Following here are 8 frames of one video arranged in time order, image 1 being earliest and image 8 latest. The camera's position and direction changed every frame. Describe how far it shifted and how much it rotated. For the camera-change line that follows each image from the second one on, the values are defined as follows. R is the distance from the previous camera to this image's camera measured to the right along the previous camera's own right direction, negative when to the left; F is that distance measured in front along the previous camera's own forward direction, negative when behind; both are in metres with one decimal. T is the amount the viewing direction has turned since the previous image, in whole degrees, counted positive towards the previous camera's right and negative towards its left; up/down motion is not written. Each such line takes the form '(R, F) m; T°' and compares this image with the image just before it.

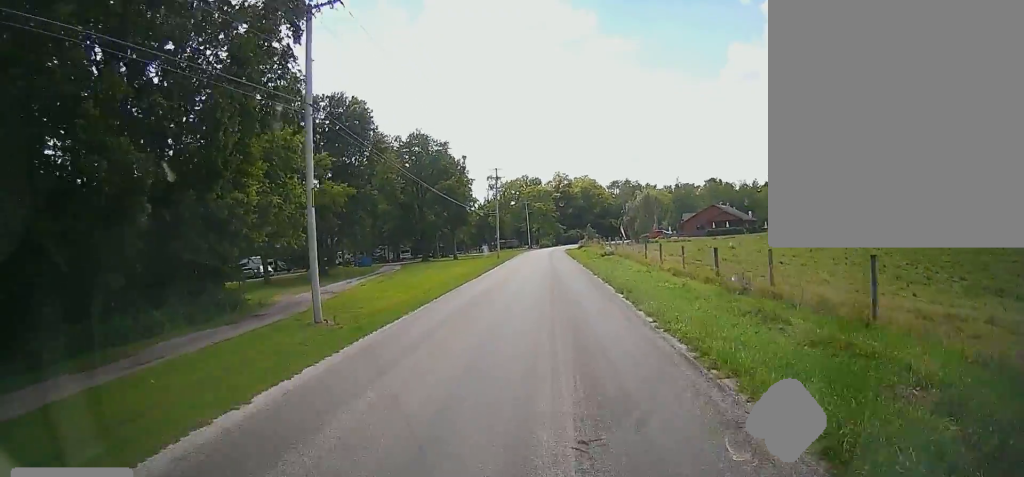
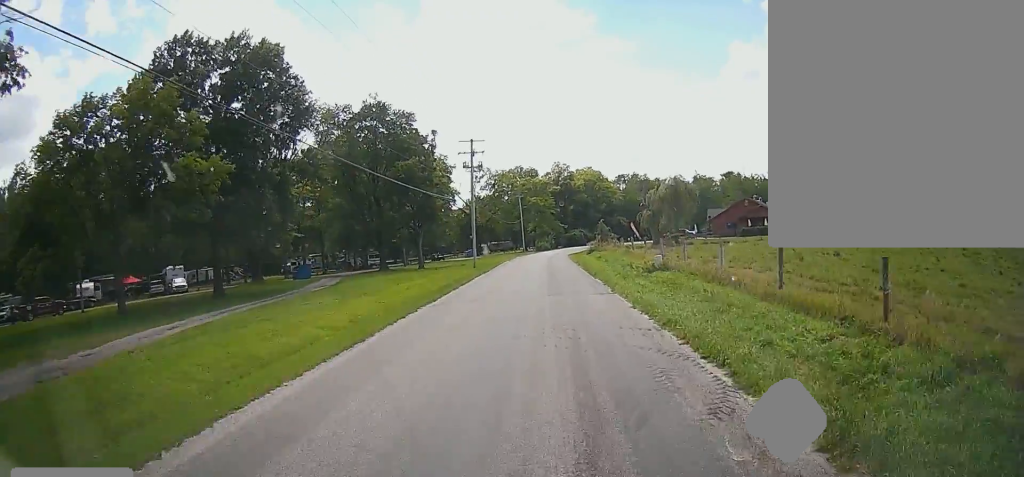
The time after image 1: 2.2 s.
(-0.8, +28.5) m; -3°
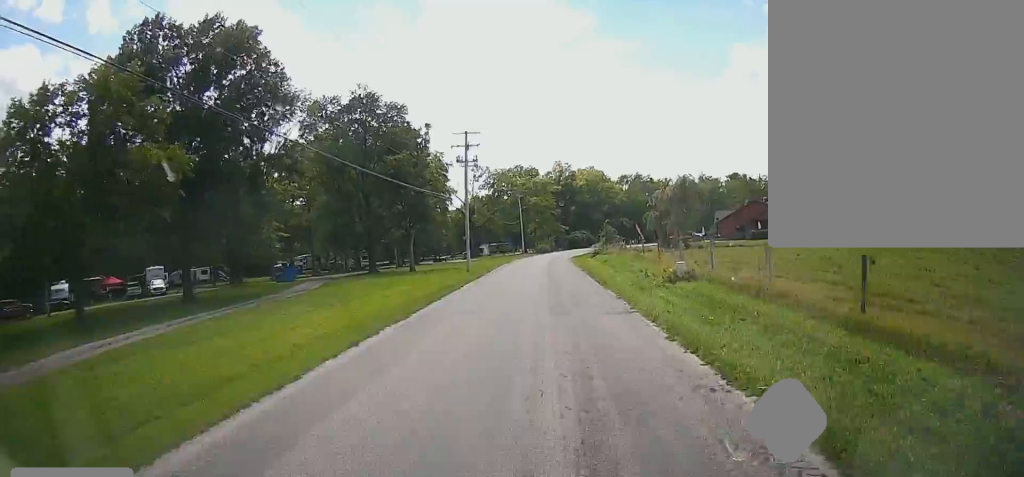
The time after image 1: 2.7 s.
(-0.1, +7.0) m; -1°
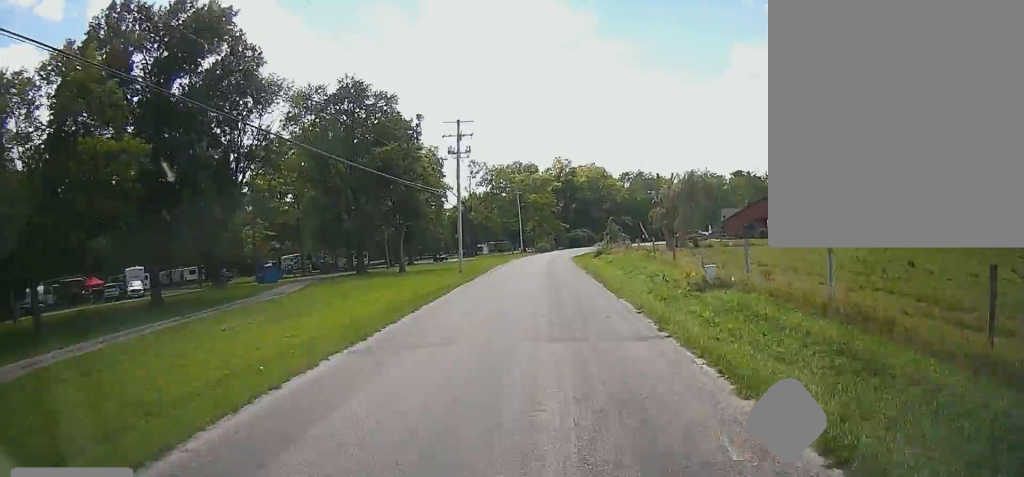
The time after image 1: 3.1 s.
(0.0, +6.0) m; -1°
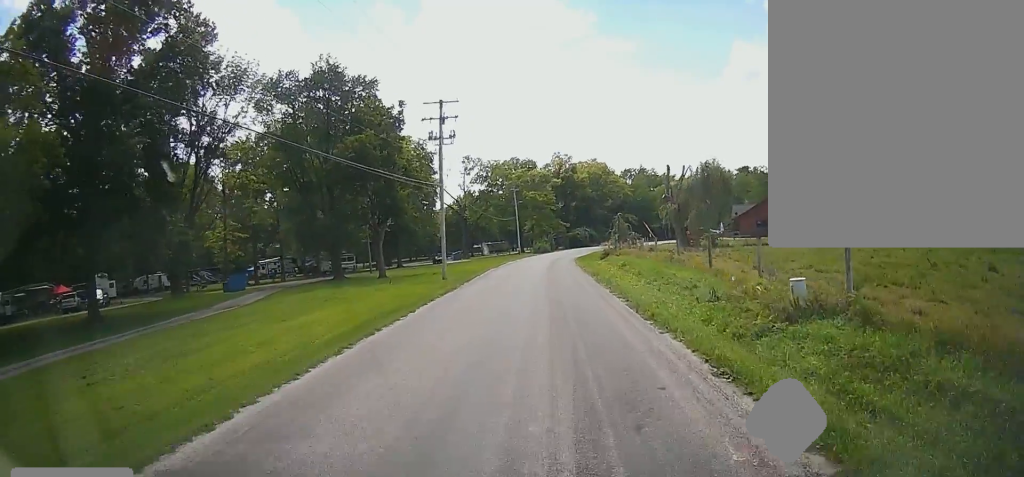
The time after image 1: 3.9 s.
(-0.1, +10.2) m; -2°
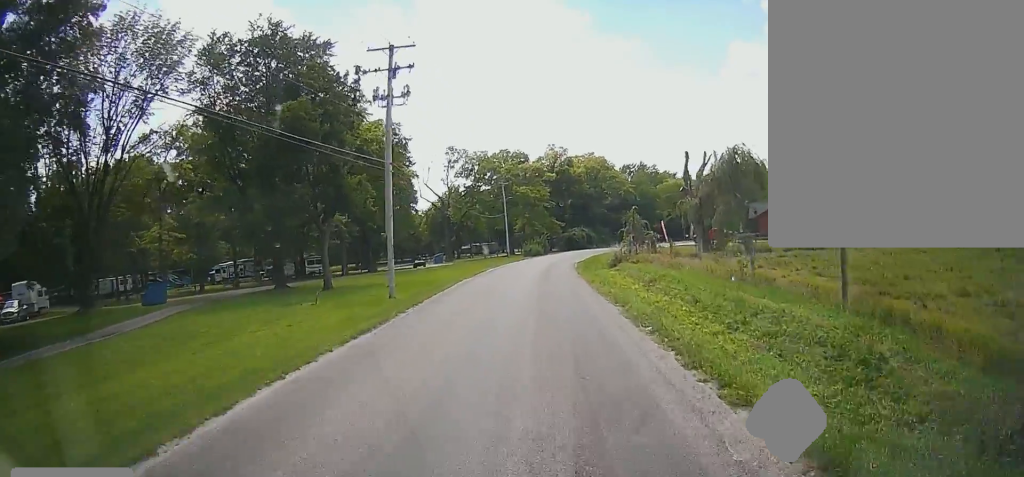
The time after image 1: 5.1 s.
(-0.4, +14.9) m; -2°
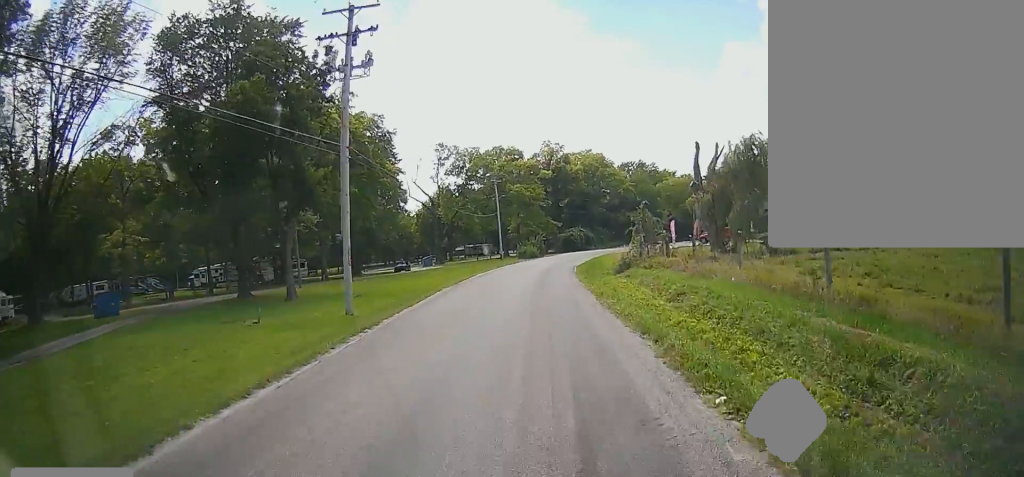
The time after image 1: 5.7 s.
(-0.1, +6.2) m; +2°
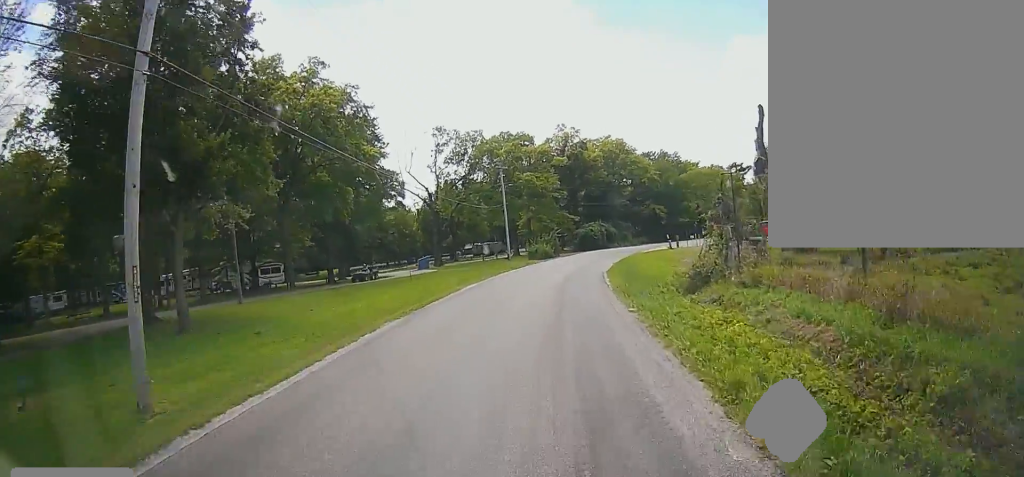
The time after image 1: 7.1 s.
(+0.9, +14.3) m; +7°
